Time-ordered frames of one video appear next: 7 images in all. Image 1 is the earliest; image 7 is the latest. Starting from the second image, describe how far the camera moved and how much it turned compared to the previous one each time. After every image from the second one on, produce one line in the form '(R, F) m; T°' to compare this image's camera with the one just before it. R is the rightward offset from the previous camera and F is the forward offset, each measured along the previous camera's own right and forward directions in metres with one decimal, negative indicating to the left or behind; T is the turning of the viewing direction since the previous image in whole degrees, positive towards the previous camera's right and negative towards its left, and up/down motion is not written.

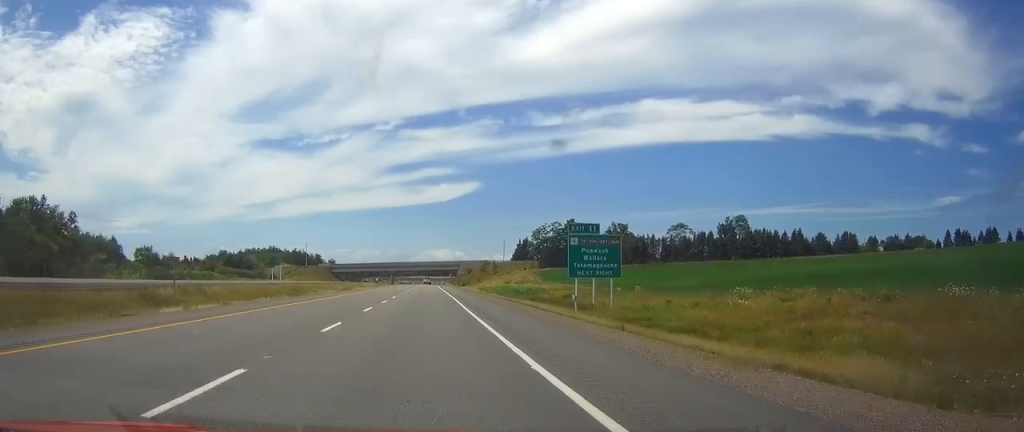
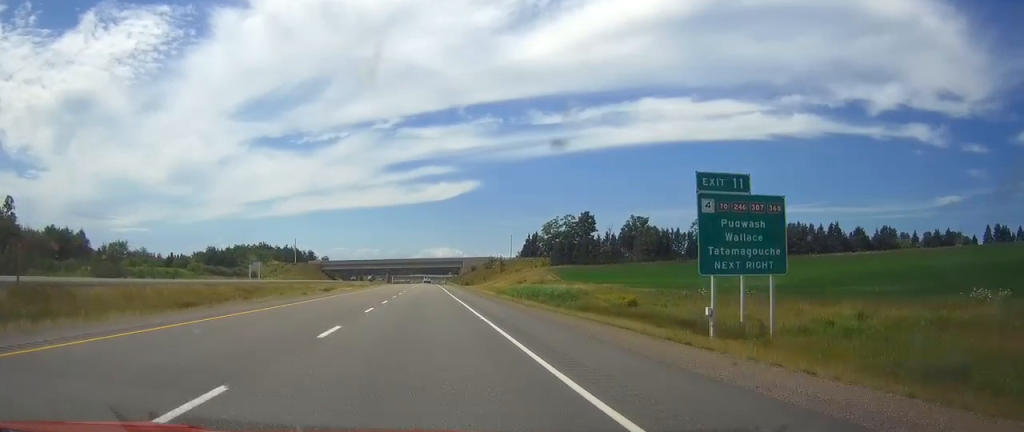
(0.0, +28.2) m; 0°
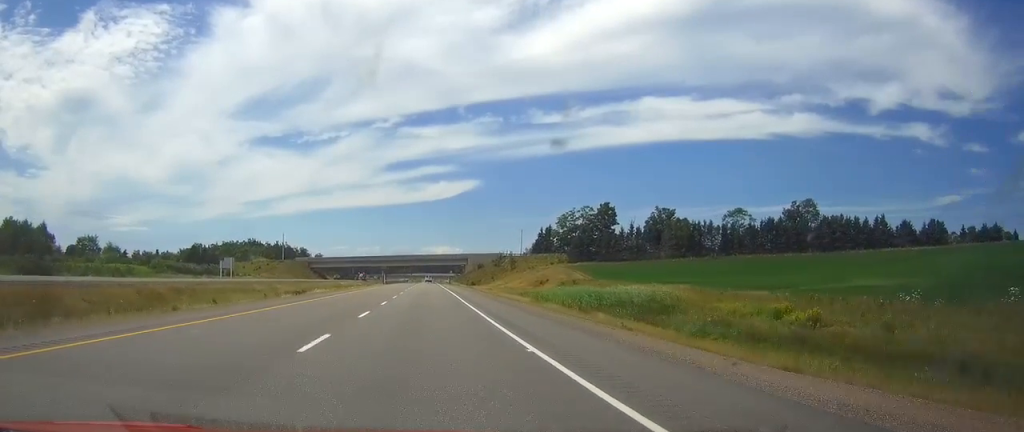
(0.0, +29.2) m; 0°
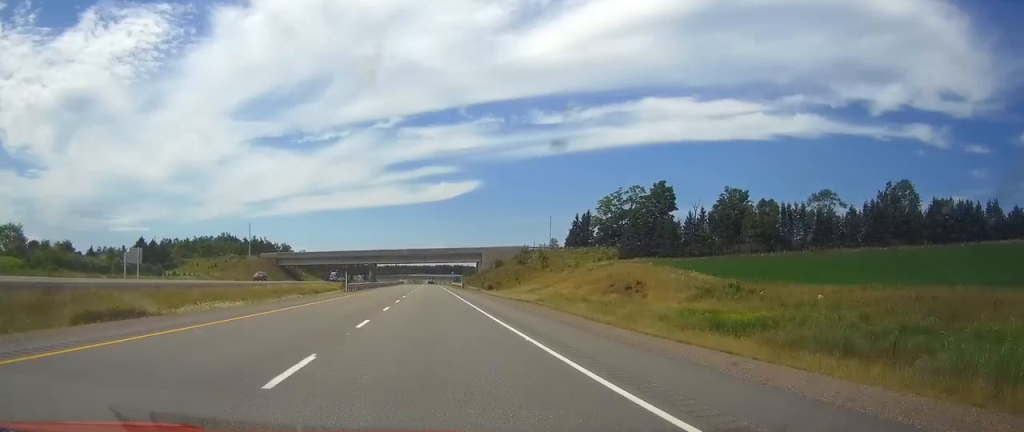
(0.0, +57.4) m; 0°
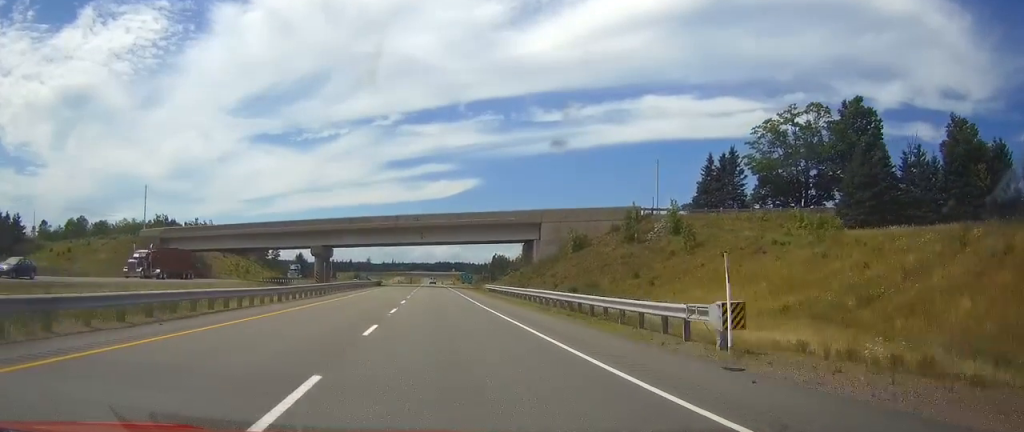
(+0.1, +92.4) m; 0°
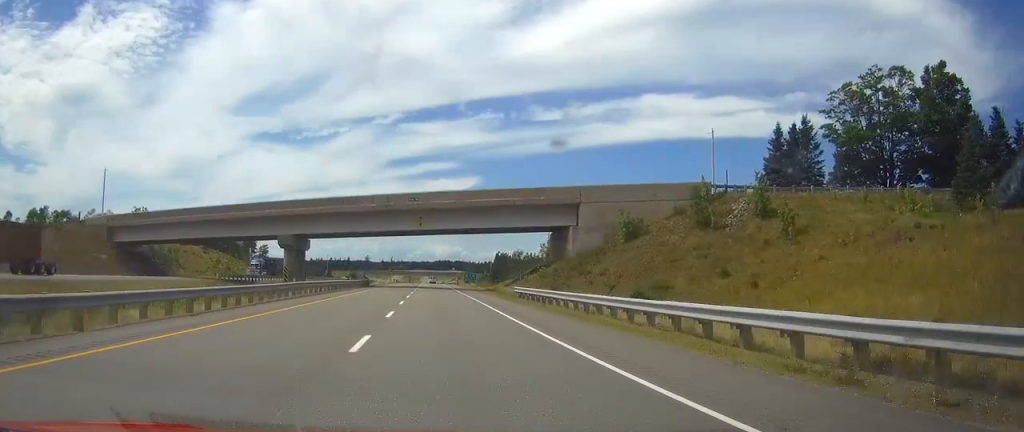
(0.0, +21.4) m; 0°
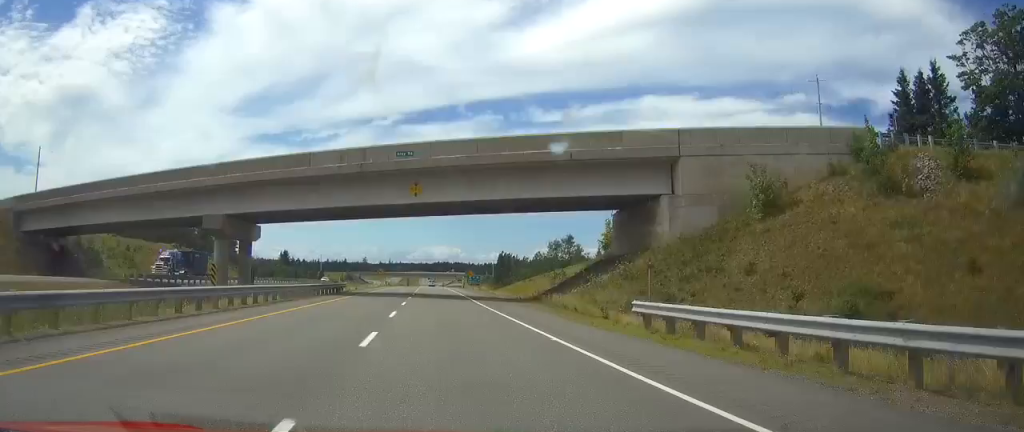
(-0.1, +26.0) m; 0°
